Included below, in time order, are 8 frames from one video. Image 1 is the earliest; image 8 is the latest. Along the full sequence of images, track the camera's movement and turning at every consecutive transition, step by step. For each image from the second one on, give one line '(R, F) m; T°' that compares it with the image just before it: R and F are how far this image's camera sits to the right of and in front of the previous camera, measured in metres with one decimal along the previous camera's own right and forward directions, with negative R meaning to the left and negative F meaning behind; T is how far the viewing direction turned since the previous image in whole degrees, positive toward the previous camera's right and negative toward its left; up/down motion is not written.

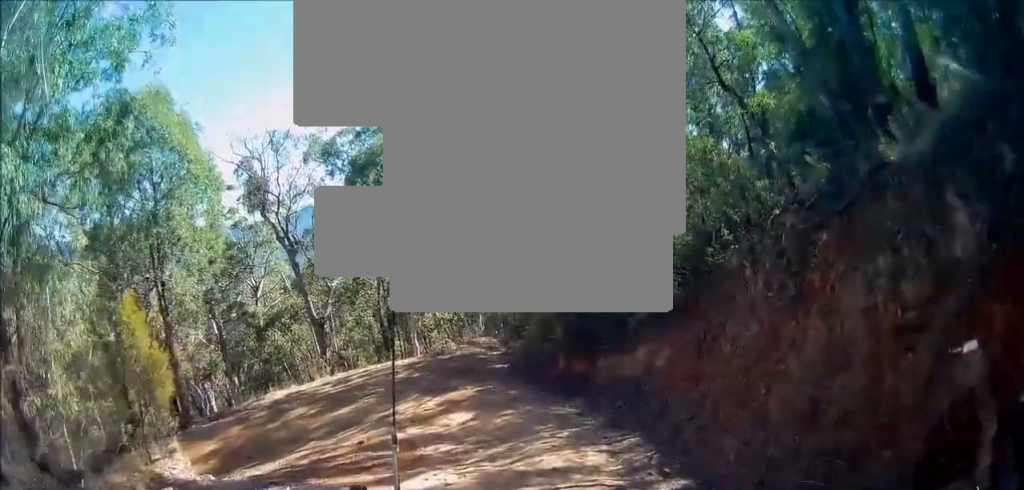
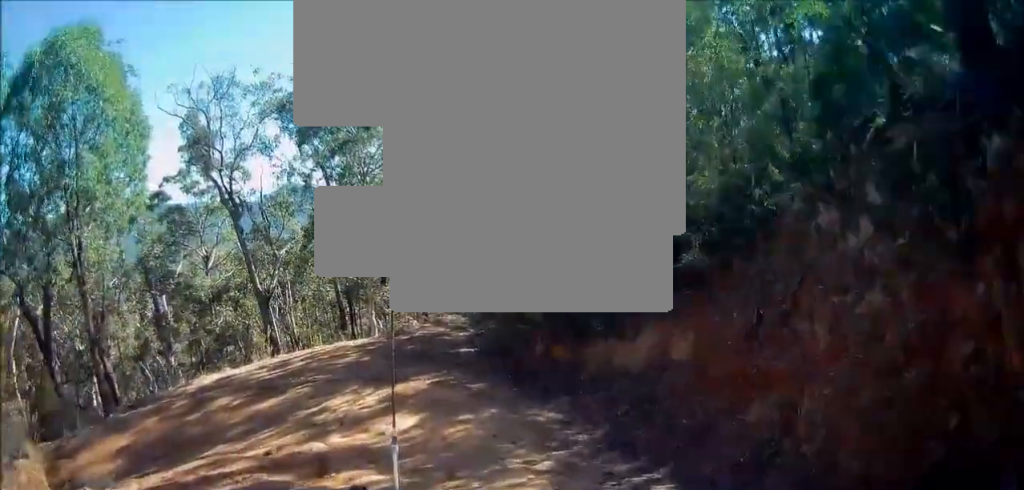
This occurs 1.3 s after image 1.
(-0.1, +3.5) m; -5°
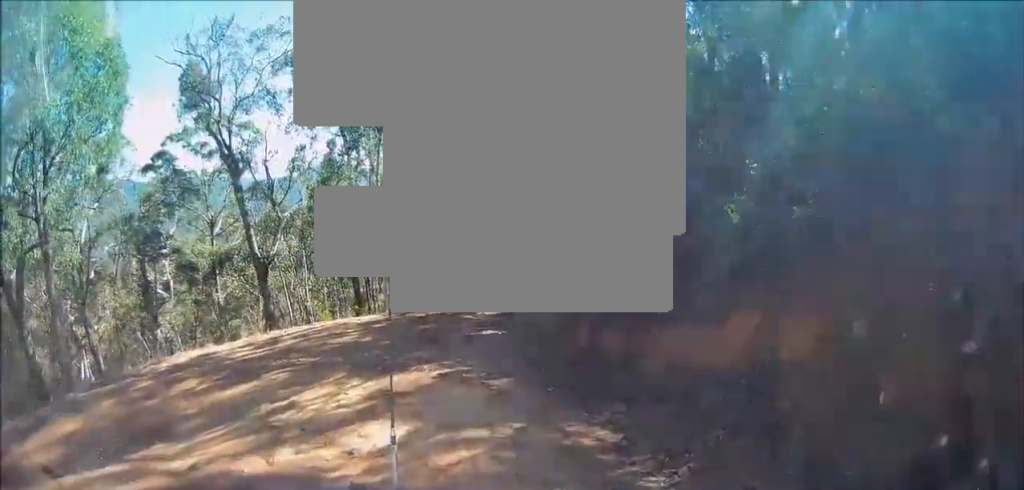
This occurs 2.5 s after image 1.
(-0.1, +3.4) m; -5°
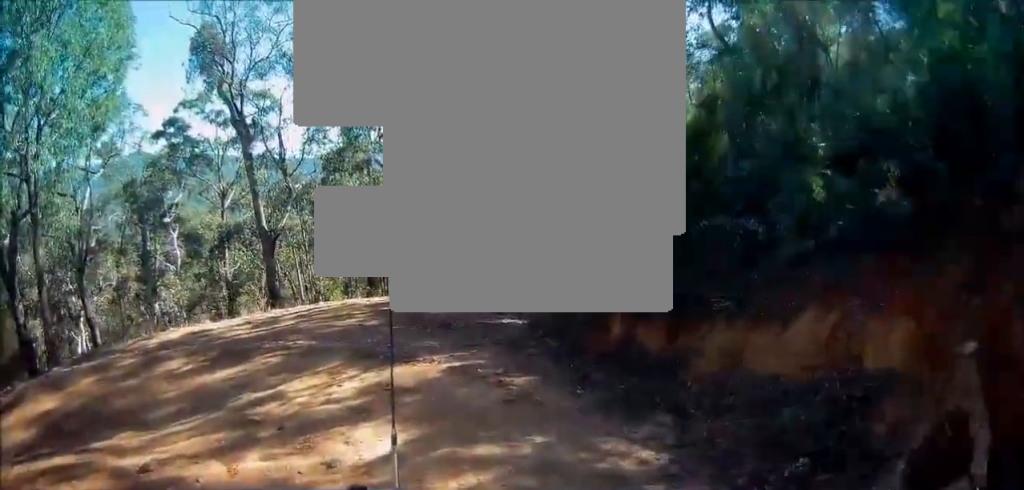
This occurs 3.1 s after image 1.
(+0.1, +1.3) m; -4°
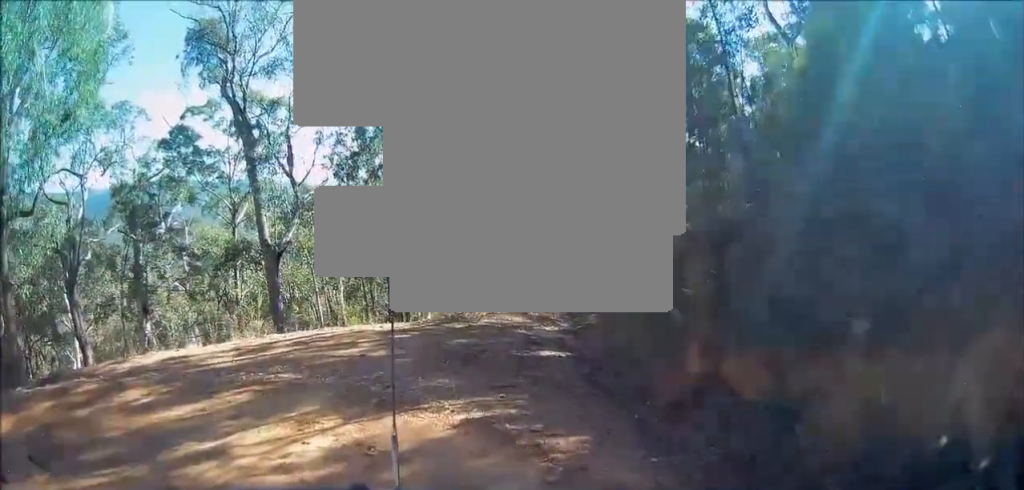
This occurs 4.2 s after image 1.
(-0.5, +2.7) m; -14°
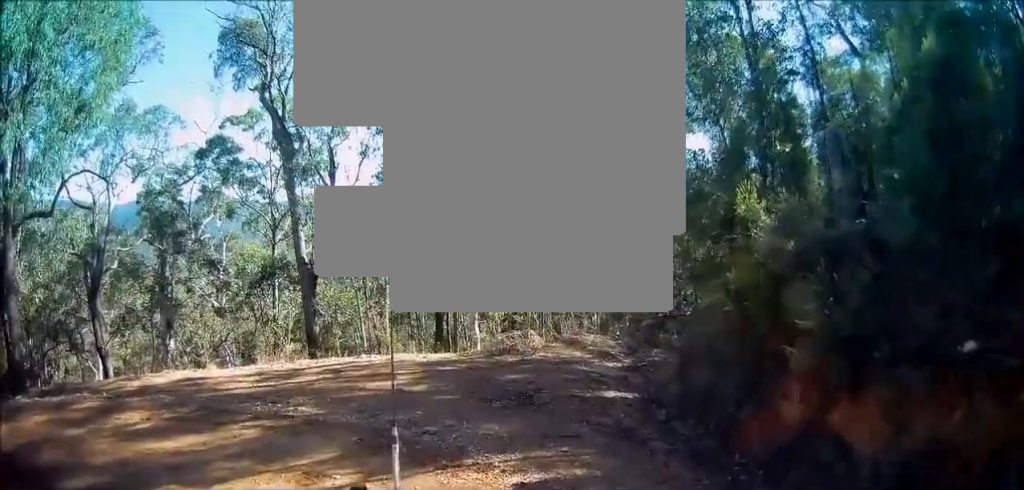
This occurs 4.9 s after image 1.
(-0.1, +1.7) m; -5°
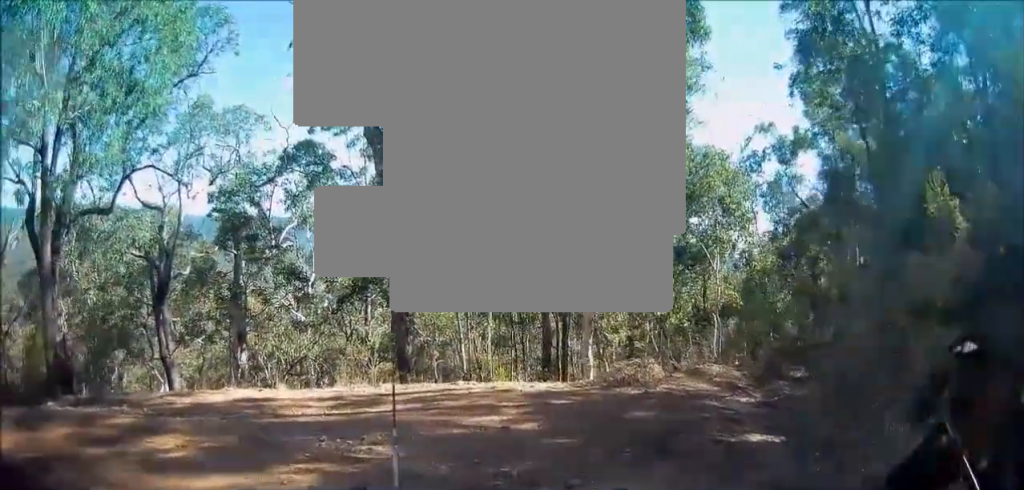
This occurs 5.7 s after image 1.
(-0.1, +1.8) m; -14°
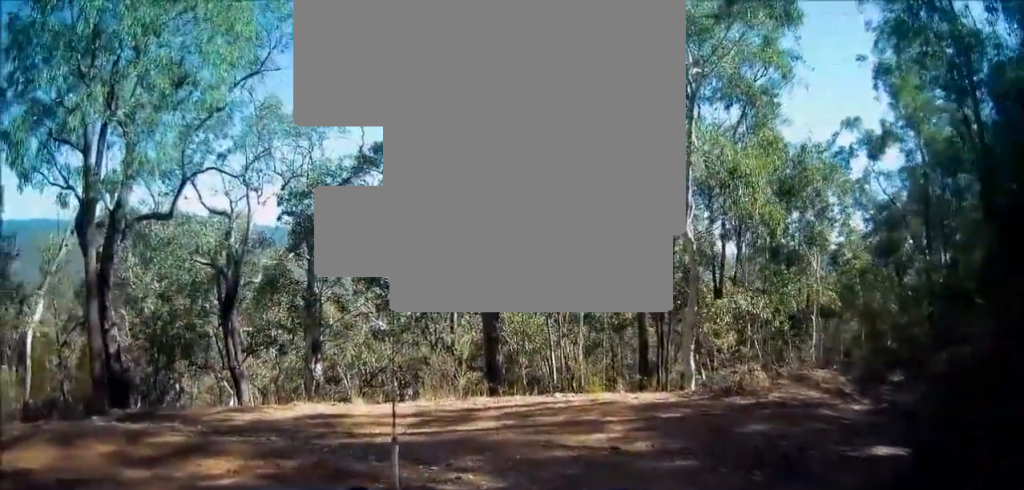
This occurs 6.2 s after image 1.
(0.0, +1.0) m; -10°
